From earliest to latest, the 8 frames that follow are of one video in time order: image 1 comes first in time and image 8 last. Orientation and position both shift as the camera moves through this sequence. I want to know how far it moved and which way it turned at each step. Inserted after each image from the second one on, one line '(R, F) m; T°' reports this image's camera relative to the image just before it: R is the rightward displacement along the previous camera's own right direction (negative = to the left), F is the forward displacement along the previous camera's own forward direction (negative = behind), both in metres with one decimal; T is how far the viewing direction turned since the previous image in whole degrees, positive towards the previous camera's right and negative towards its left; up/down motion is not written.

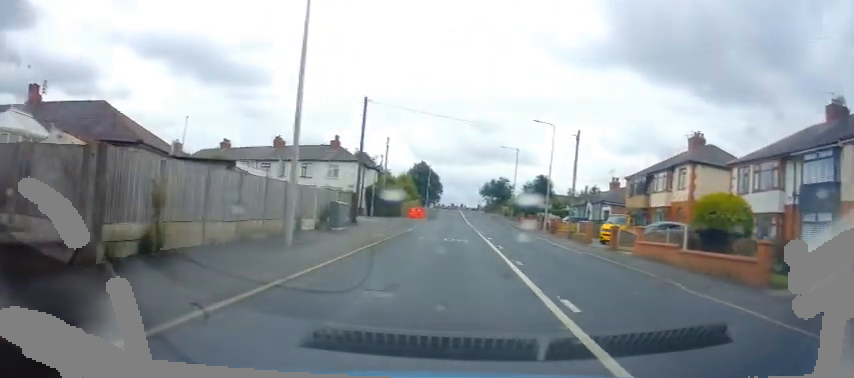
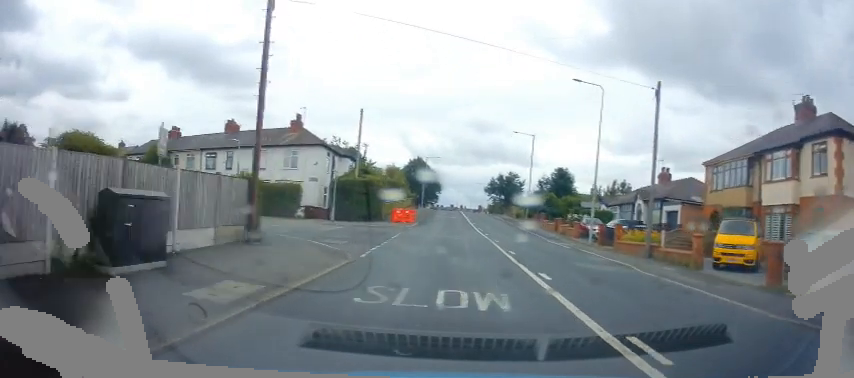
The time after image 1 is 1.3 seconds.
(+0.4, +14.4) m; 0°
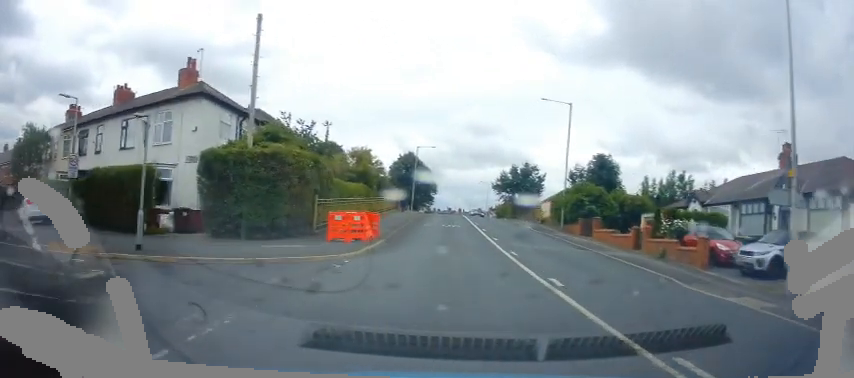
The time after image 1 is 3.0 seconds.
(-0.5, +19.0) m; 0°
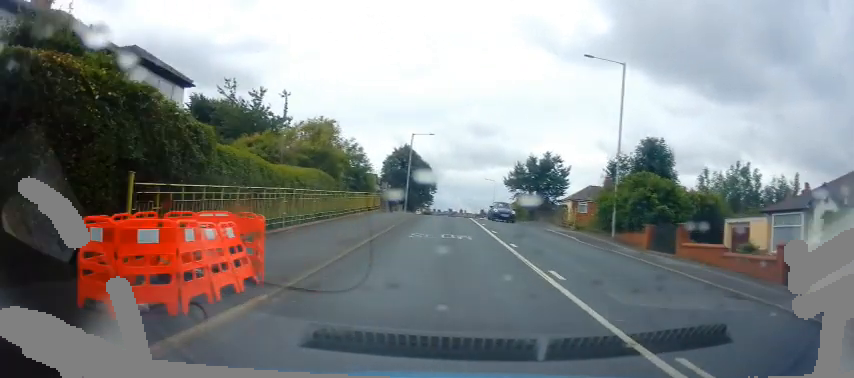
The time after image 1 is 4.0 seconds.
(+0.3, +12.3) m; +1°
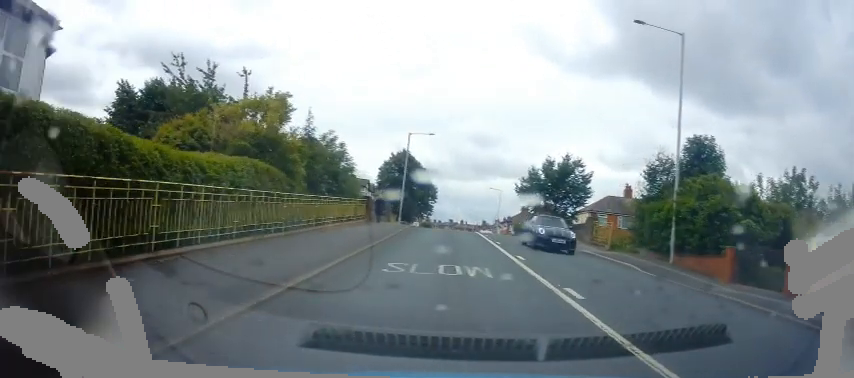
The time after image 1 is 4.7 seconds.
(-0.1, +7.4) m; -1°
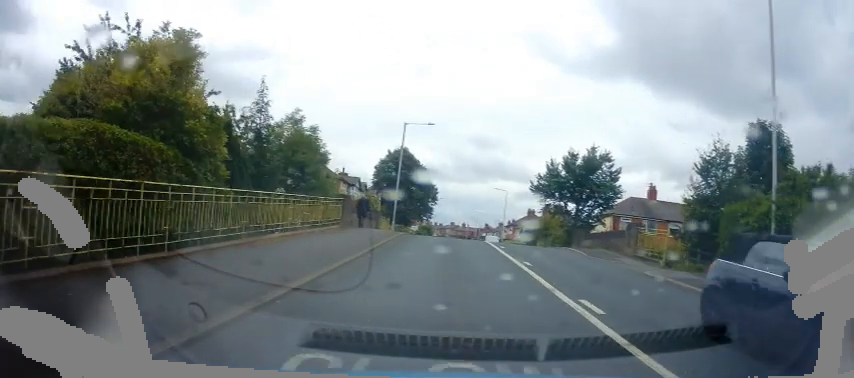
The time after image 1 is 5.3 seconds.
(-0.1, +6.8) m; -1°
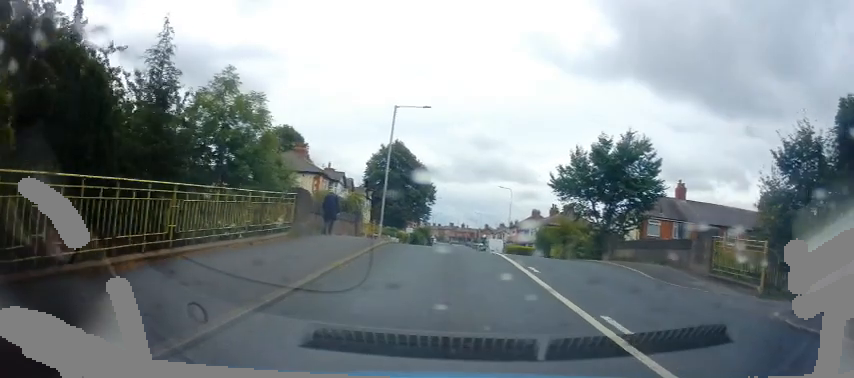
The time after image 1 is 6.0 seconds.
(0.0, +7.1) m; +1°
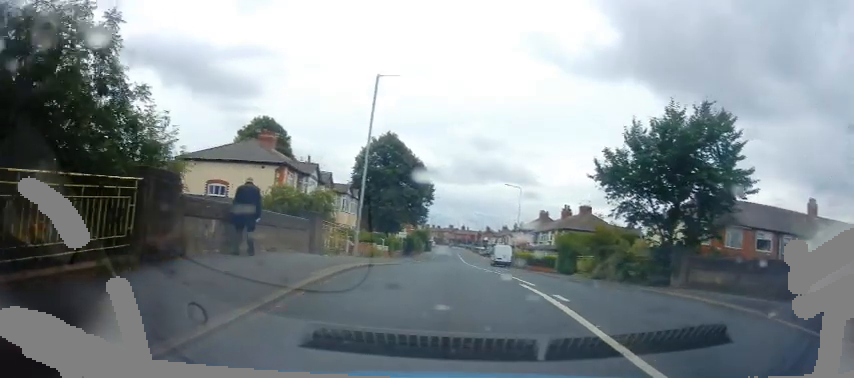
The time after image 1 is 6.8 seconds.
(+0.1, +8.6) m; 0°
